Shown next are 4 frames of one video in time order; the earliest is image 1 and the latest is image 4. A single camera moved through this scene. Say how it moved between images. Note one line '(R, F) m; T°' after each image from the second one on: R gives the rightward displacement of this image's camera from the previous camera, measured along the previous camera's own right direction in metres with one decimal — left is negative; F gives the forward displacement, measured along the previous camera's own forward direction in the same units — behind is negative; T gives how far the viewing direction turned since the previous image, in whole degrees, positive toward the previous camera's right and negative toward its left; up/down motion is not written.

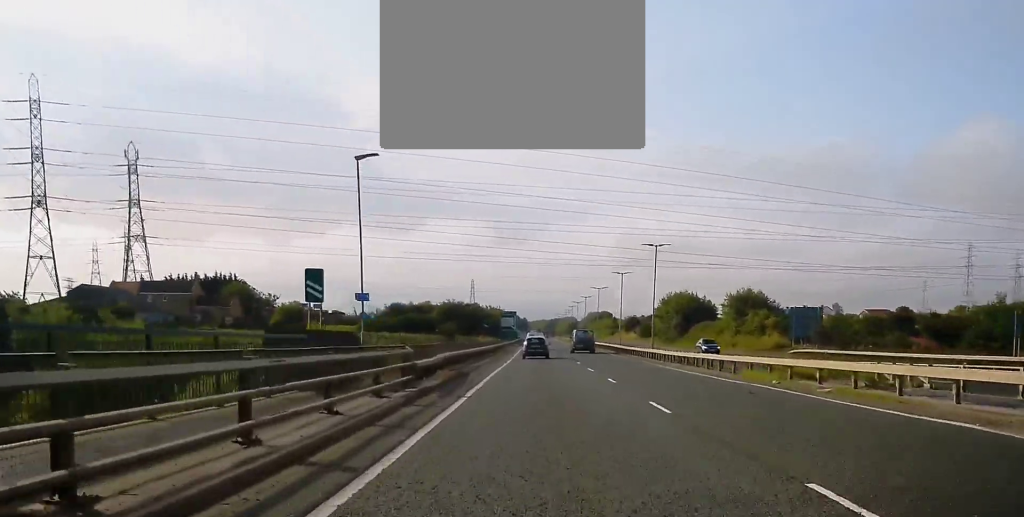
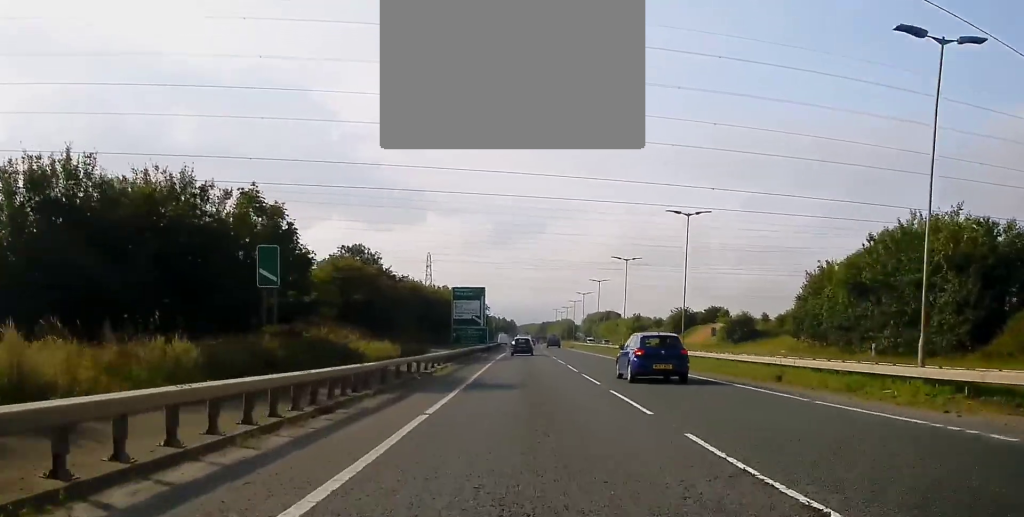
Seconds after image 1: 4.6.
(+1.9, +95.9) m; +1°
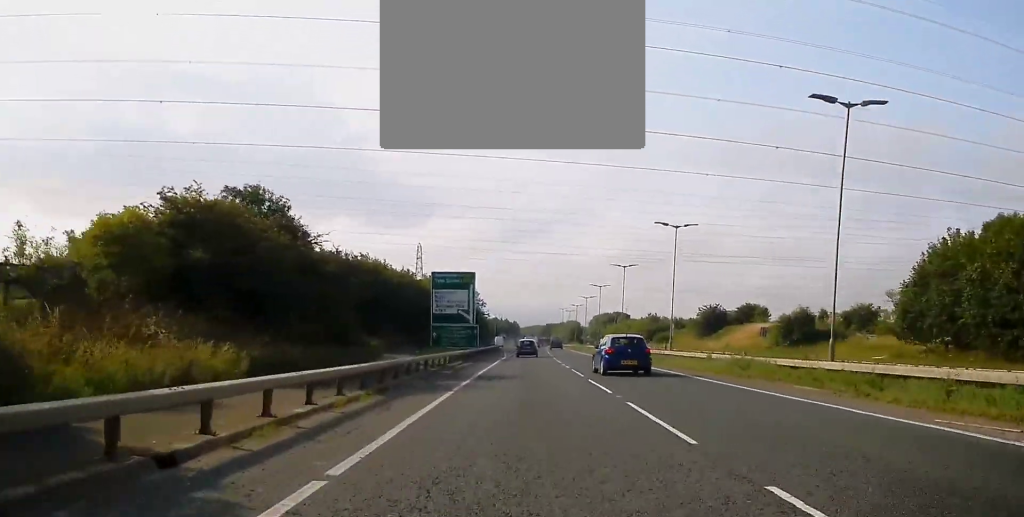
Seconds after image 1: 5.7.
(-0.2, +21.7) m; -1°
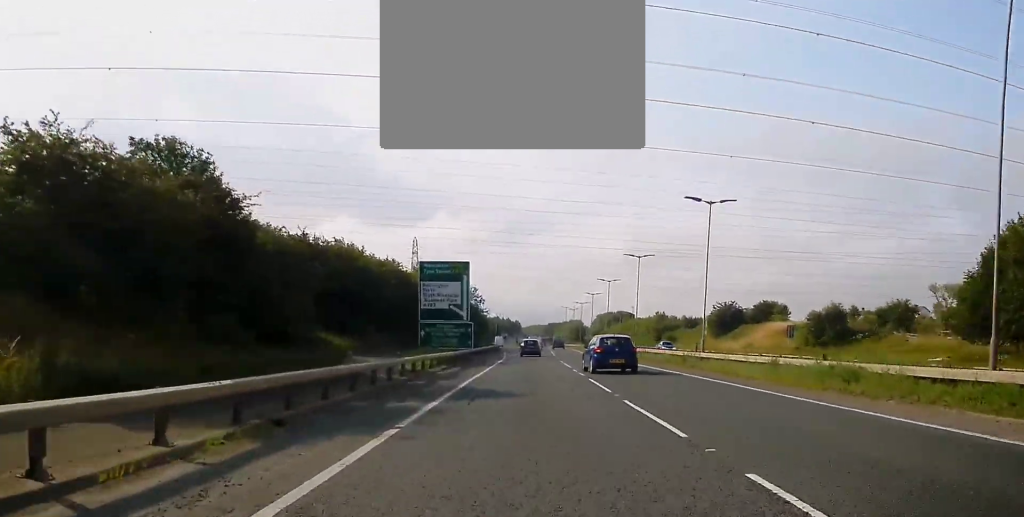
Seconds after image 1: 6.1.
(-0.1, +8.4) m; 0°
